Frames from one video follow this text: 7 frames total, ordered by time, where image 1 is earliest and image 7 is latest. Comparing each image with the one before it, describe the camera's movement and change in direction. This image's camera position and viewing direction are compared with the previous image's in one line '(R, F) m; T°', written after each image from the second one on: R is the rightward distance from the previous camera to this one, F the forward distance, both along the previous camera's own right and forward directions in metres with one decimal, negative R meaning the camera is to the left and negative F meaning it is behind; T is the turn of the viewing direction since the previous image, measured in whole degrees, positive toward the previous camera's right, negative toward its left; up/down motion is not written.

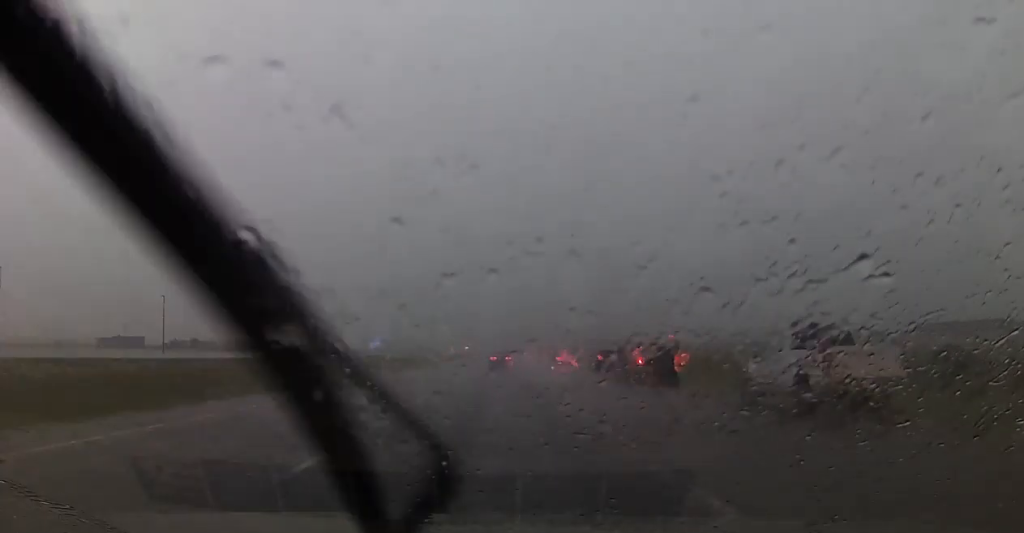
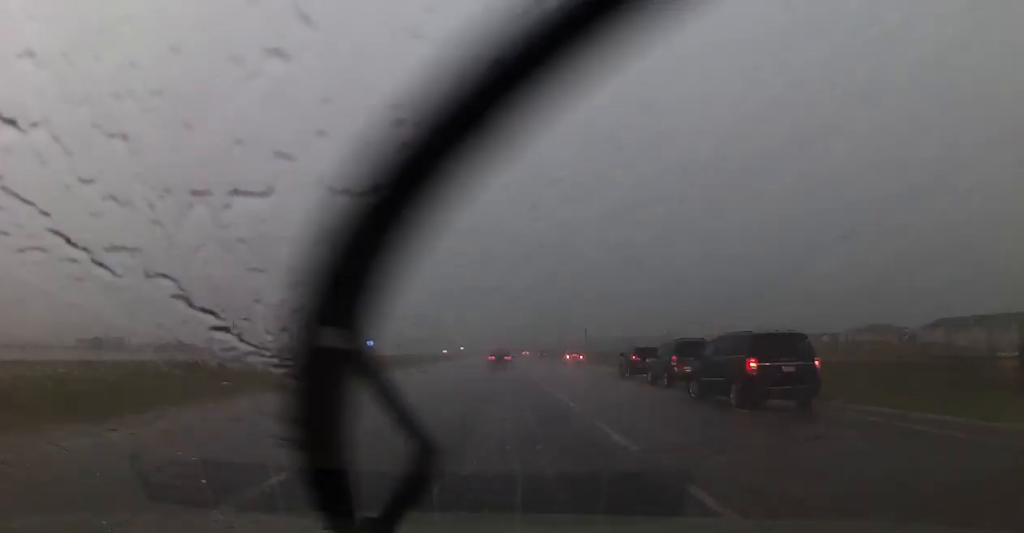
(+0.5, +12.4) m; +1°
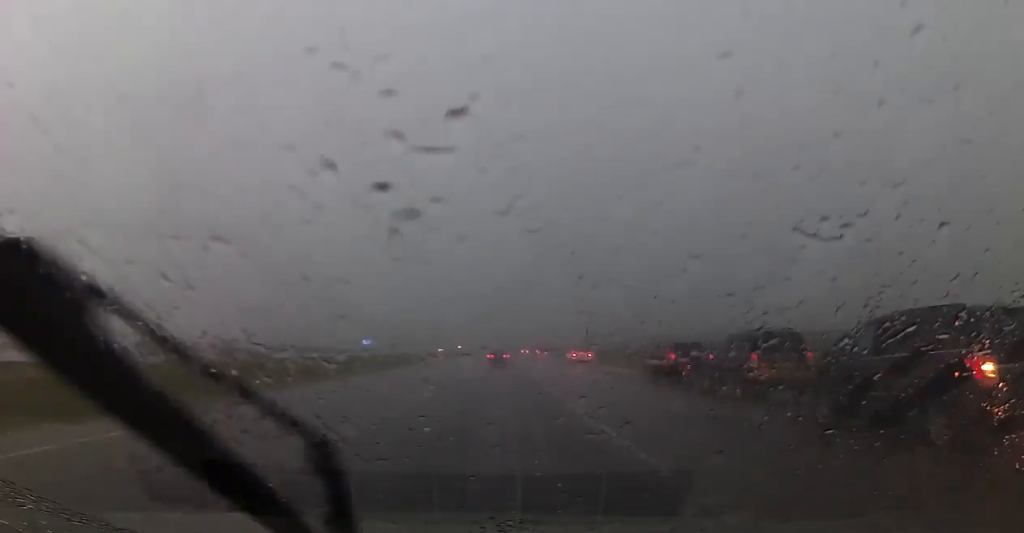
(+0.2, +7.7) m; +1°
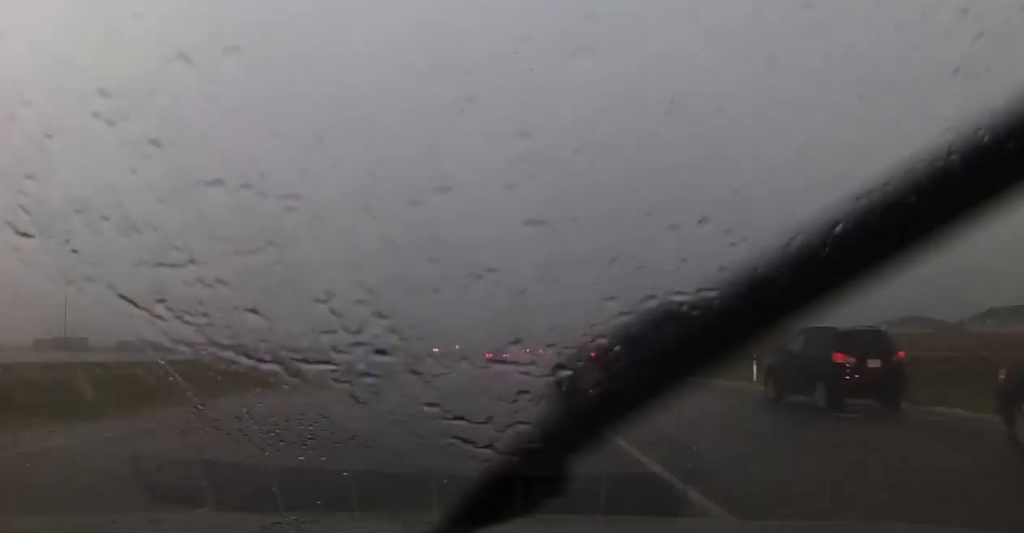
(-0.2, +12.6) m; -1°
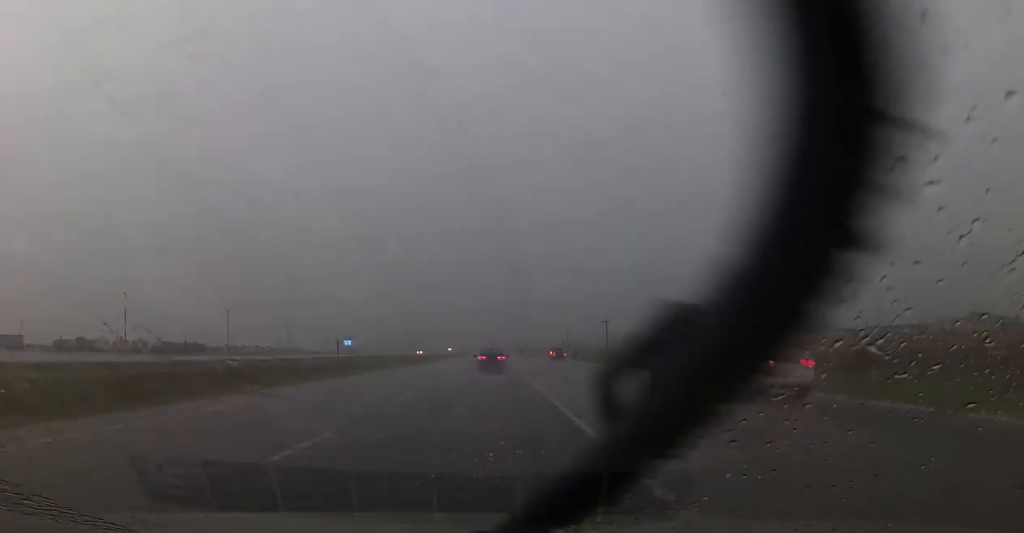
(-0.4, +31.6) m; 0°
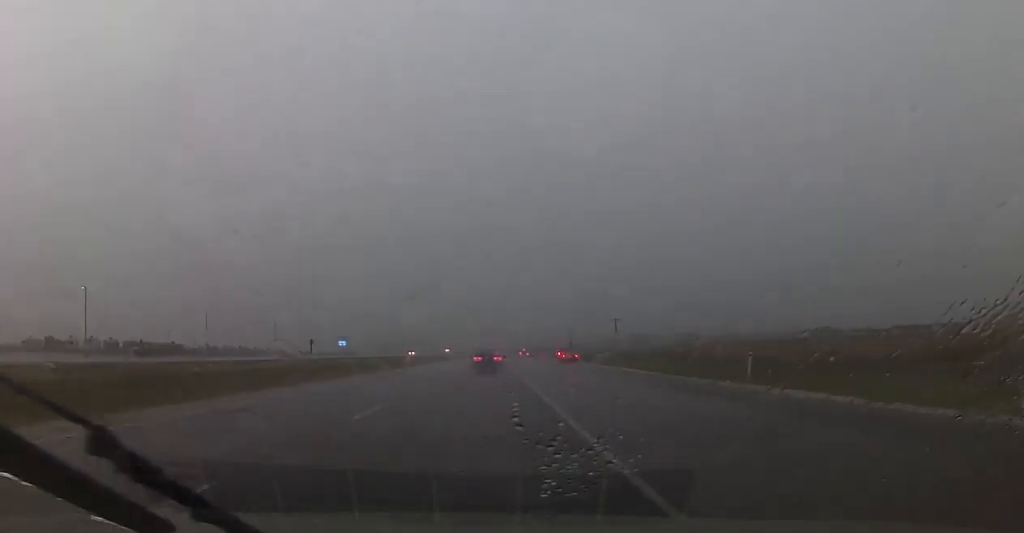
(+0.1, +13.6) m; 0°
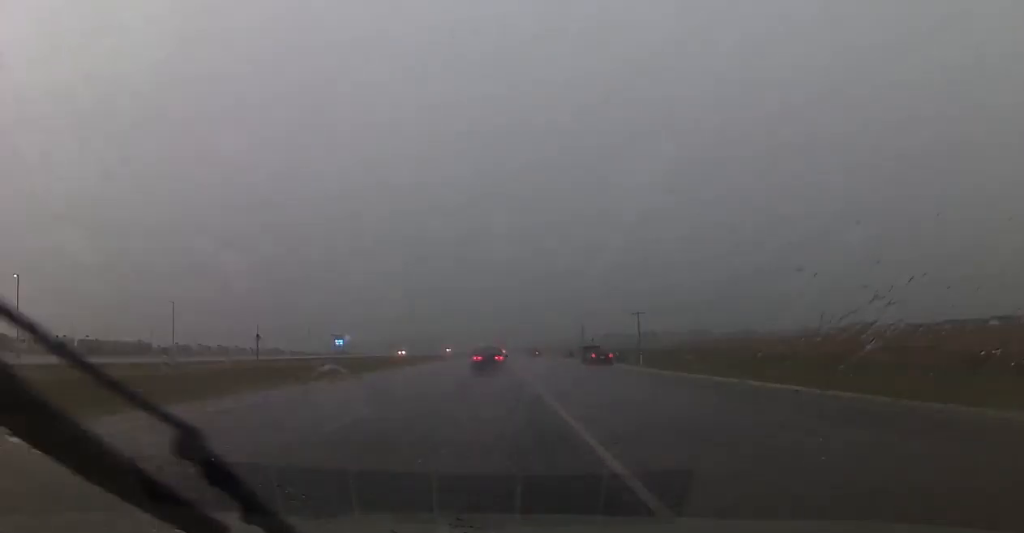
(-0.3, +20.1) m; -1°
